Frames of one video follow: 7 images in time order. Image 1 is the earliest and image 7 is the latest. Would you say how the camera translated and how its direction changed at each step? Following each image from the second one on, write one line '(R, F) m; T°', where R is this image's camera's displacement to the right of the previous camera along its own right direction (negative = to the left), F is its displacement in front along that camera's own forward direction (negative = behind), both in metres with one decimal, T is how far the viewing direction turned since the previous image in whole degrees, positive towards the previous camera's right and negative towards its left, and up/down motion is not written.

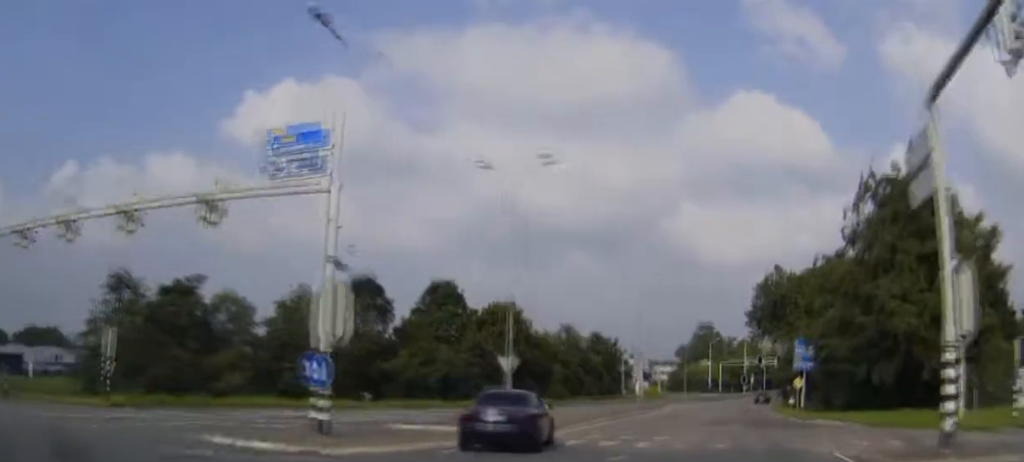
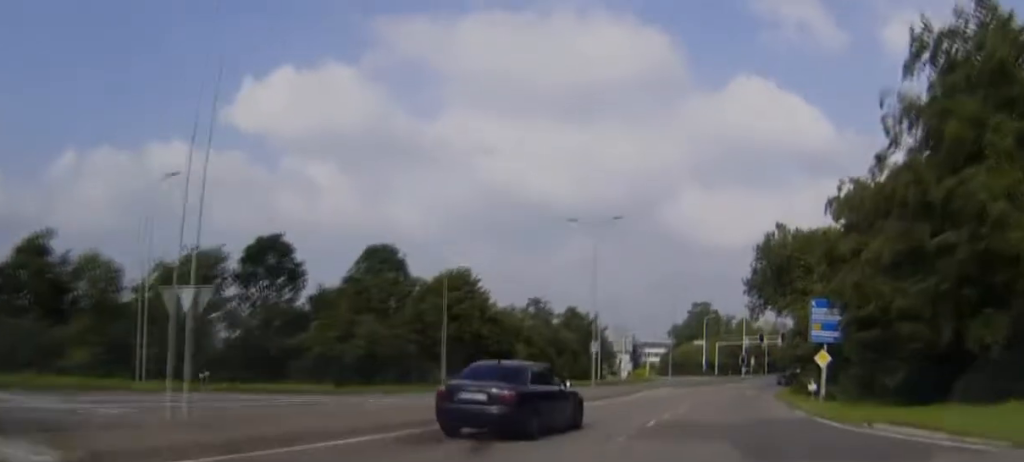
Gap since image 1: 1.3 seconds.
(-0.1, +18.6) m; 0°
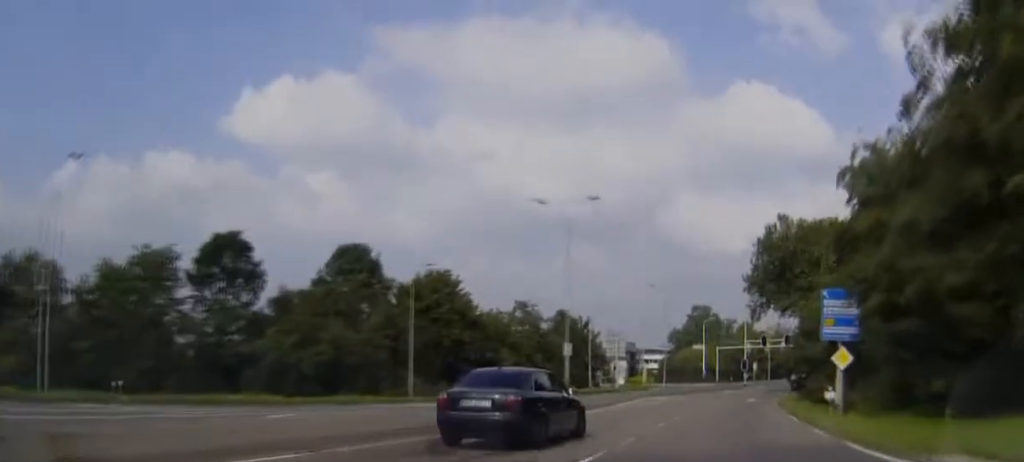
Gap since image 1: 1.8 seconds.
(0.0, +7.0) m; 0°
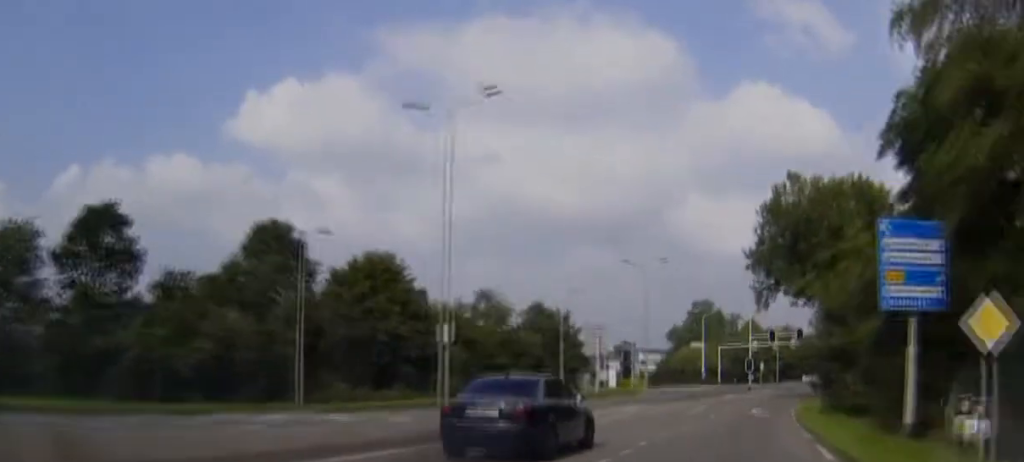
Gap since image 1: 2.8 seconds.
(0.0, +16.6) m; 0°
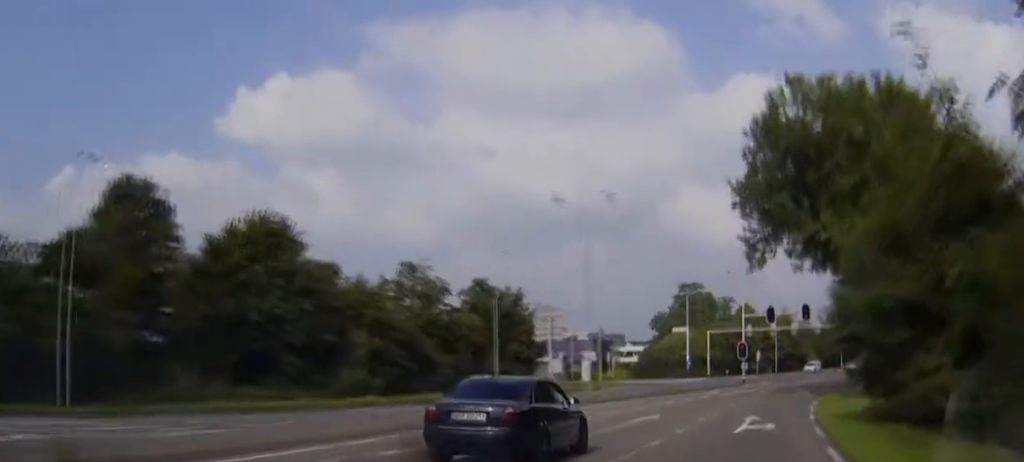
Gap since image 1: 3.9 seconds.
(+0.1, +18.2) m; +1°
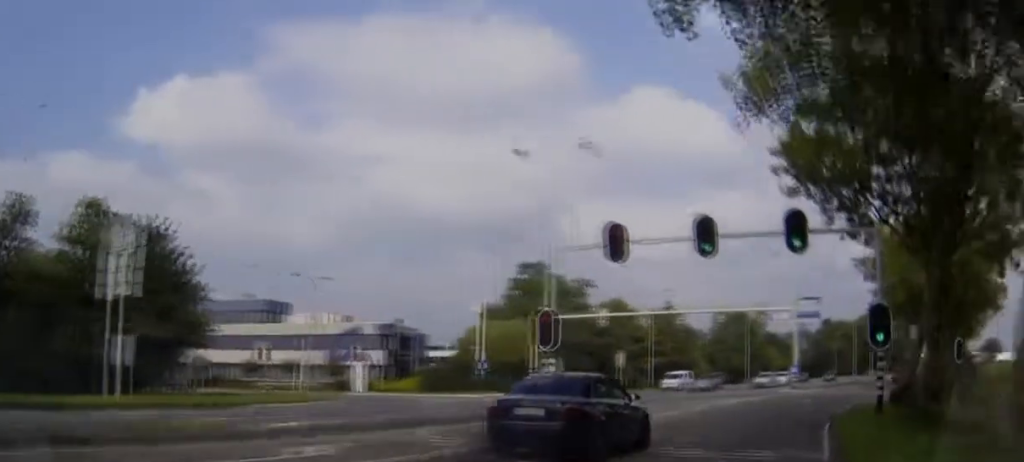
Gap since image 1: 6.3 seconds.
(+3.0, +41.3) m; +11°
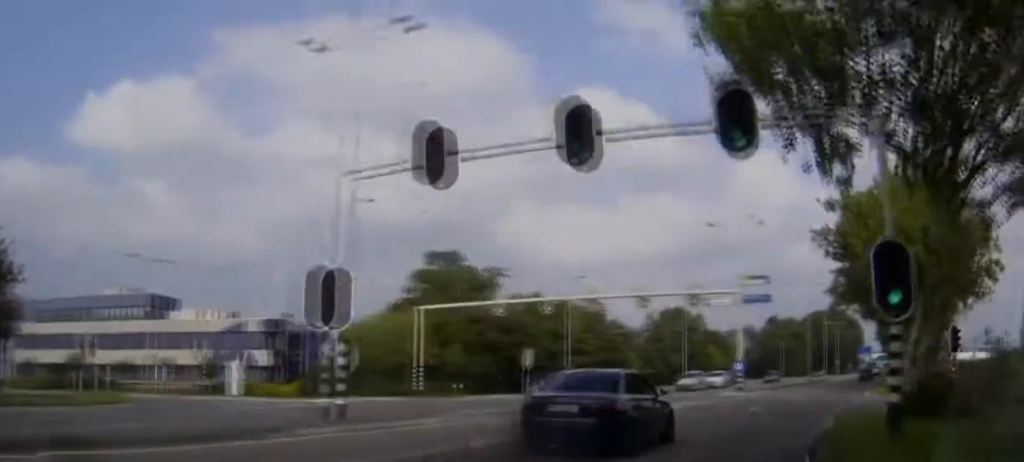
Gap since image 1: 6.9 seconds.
(+0.5, +11.7) m; +4°
